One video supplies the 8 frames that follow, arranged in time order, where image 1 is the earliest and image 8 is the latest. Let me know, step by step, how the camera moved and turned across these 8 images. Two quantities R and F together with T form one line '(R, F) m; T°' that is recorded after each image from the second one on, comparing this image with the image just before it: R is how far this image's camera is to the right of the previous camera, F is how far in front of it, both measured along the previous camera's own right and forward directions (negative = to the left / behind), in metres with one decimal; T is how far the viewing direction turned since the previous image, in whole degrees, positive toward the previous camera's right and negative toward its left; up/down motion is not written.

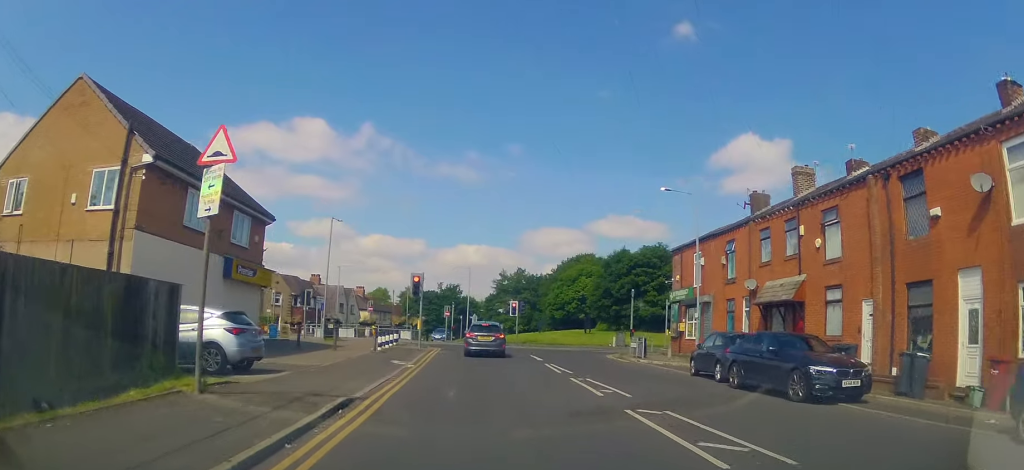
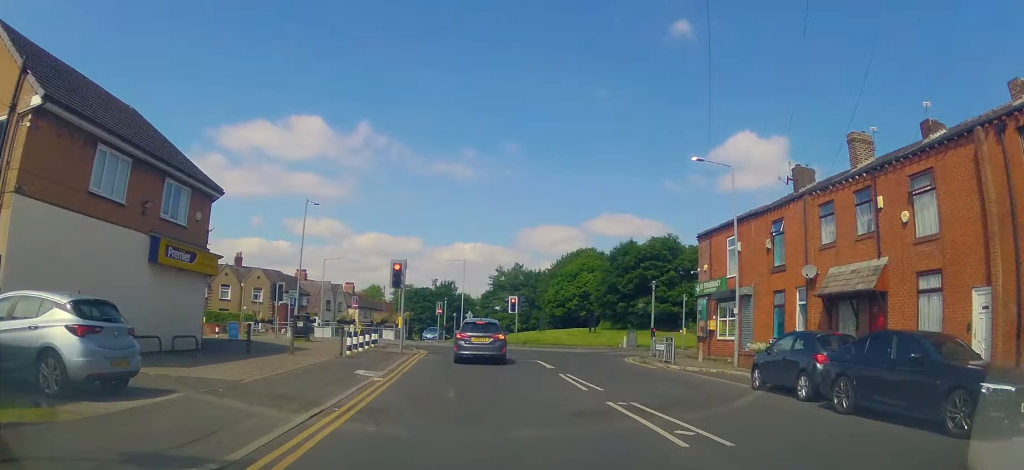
(0.0, +5.2) m; 0°
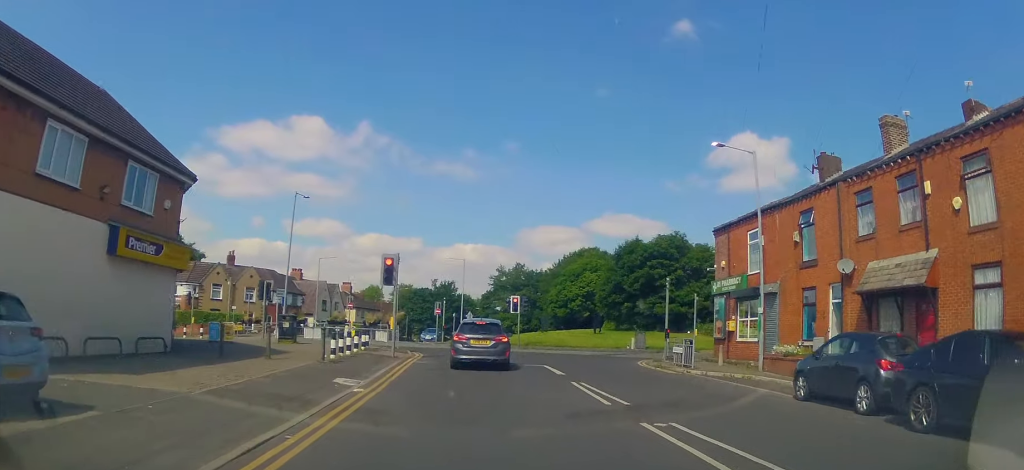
(0.0, +2.3) m; -1°
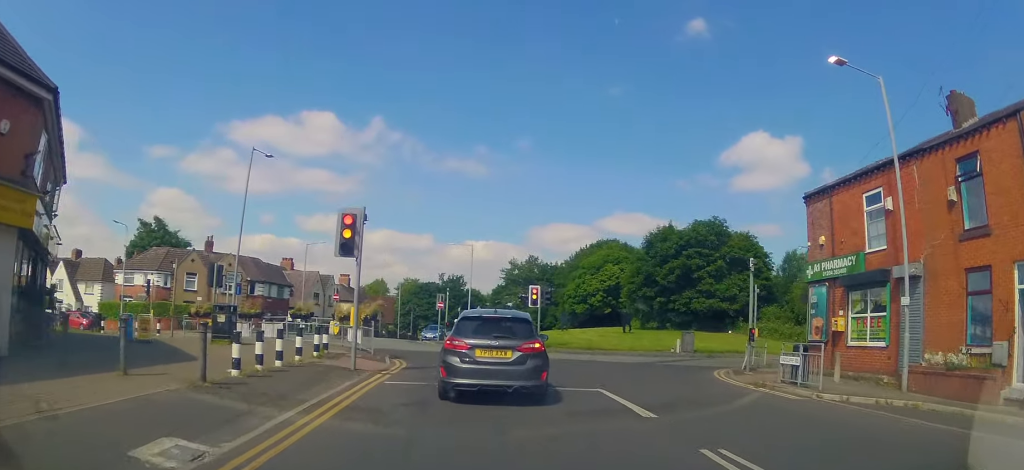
(-0.2, +8.3) m; -2°
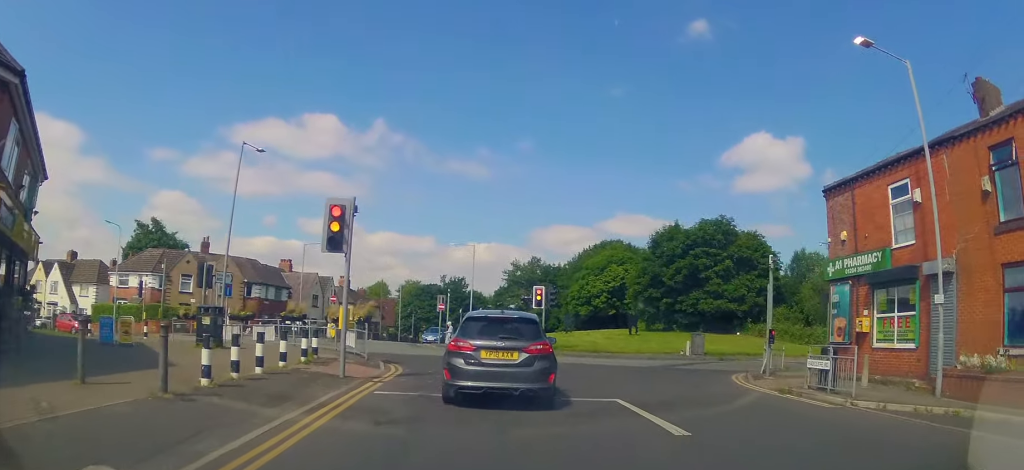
(0.0, +1.6) m; 0°
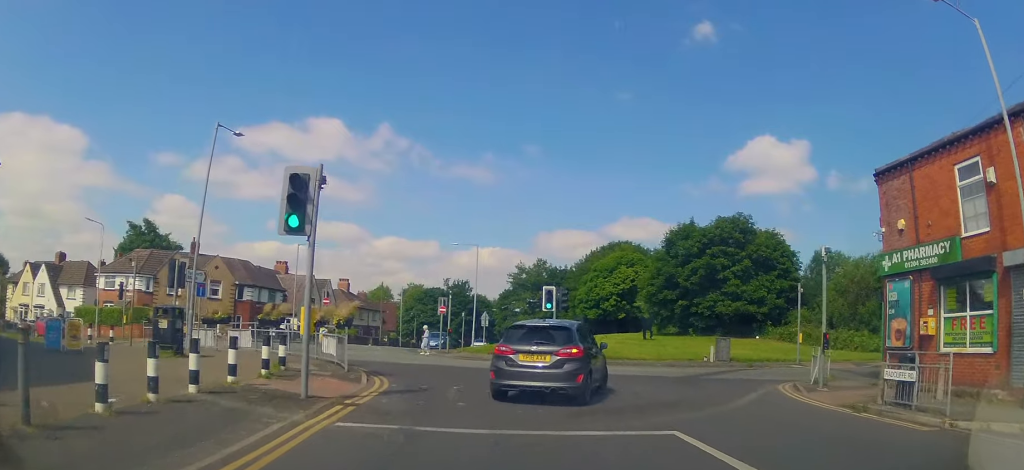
(0.0, +3.7) m; -1°
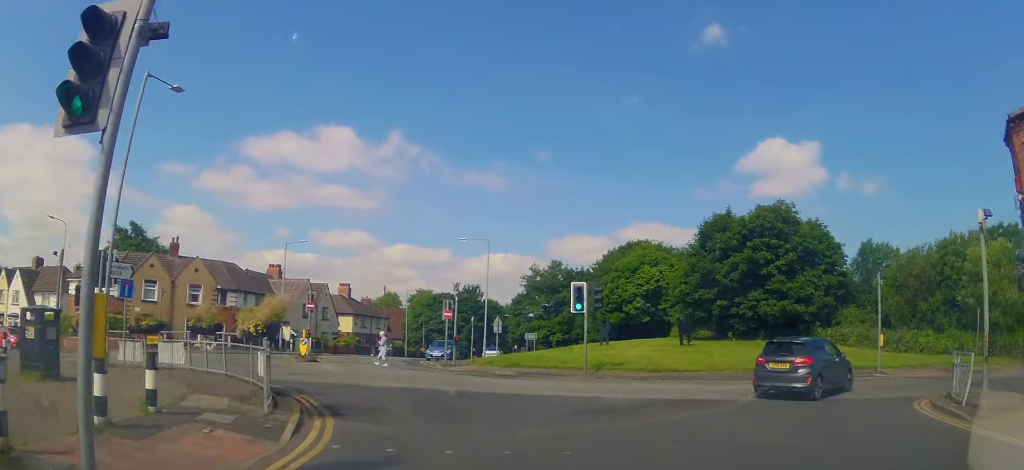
(-0.2, +5.7) m; -5°
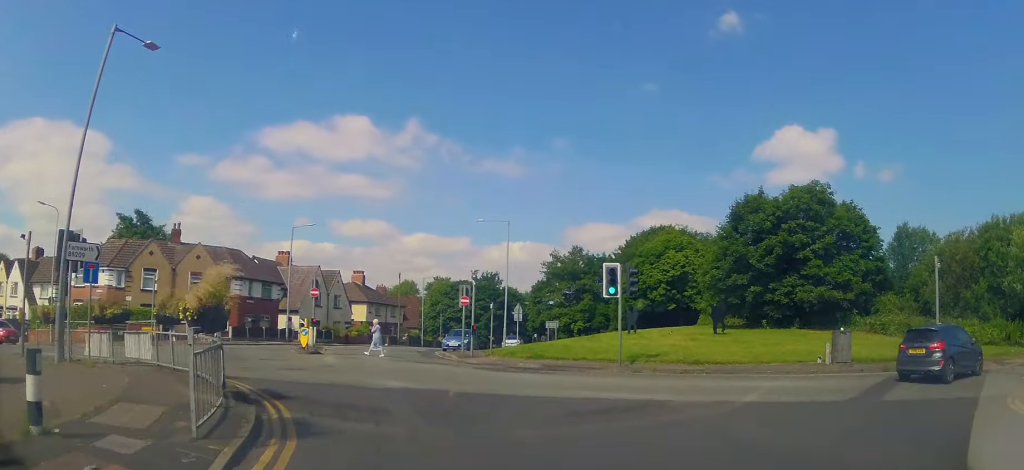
(0.0, +2.3) m; -4°
